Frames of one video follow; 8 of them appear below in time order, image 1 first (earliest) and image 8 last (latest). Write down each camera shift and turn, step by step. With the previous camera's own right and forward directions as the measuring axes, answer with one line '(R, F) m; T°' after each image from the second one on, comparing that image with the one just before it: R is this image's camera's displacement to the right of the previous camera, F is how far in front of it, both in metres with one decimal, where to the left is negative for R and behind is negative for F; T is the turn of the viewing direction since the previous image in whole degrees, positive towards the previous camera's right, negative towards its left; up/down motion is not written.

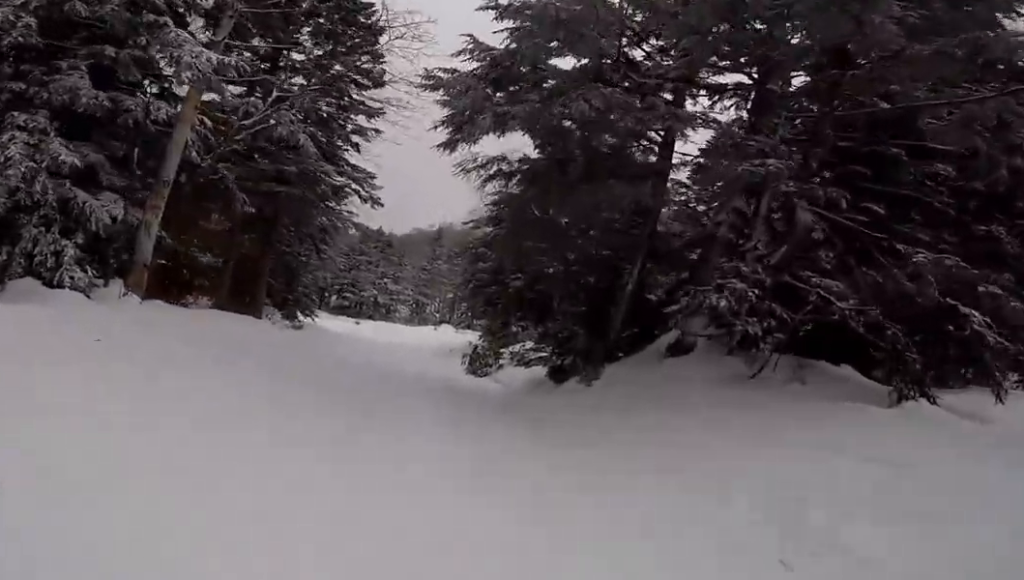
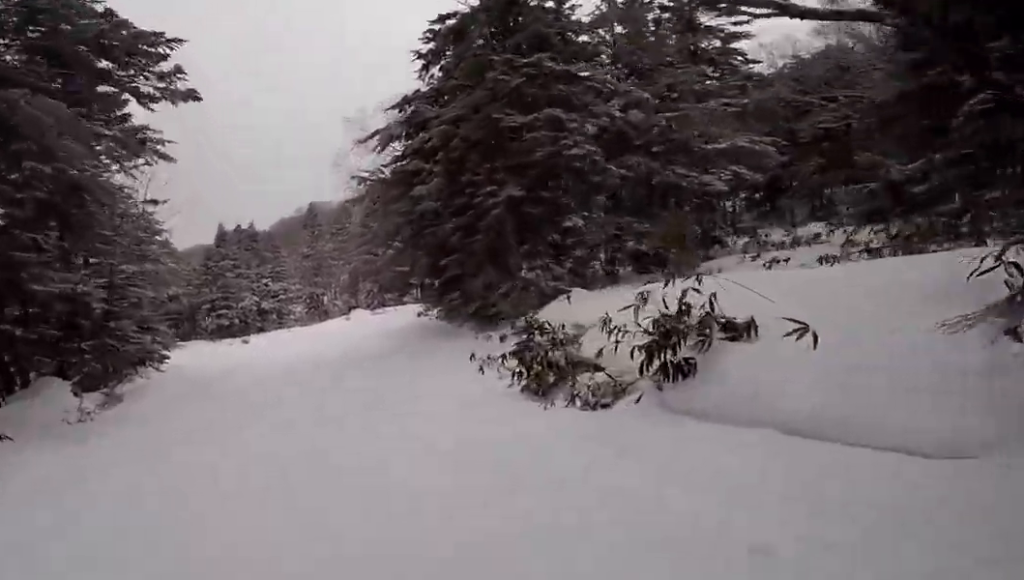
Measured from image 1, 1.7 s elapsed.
(+3.6, +10.0) m; +24°
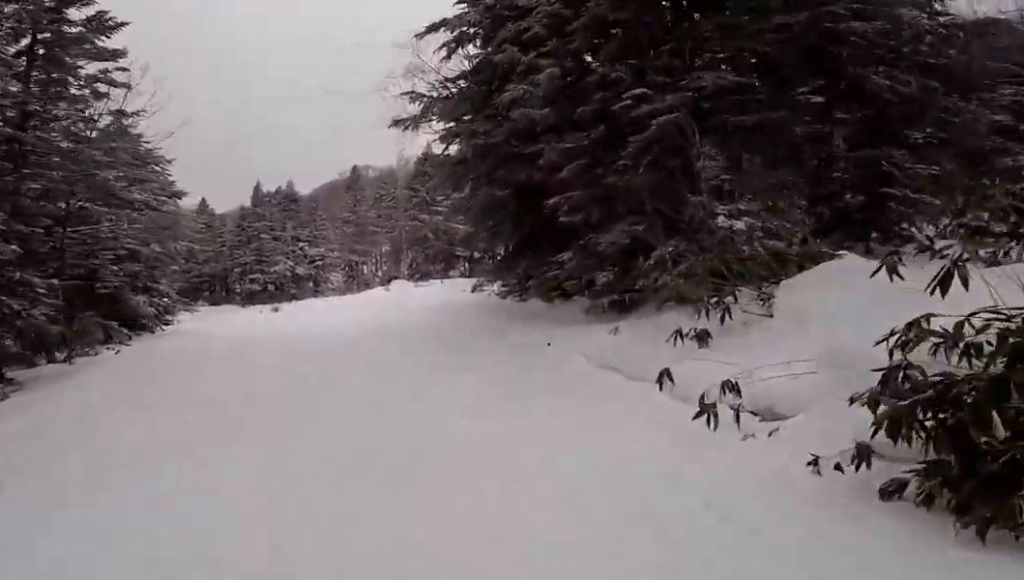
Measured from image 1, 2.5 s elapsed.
(-0.5, +5.0) m; -13°
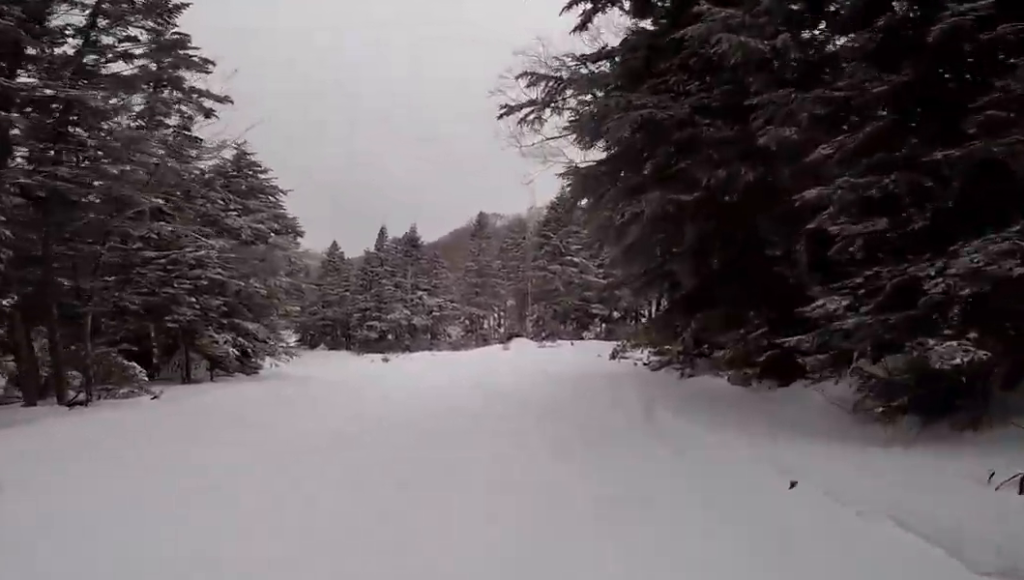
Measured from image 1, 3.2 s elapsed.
(-1.0, +4.2) m; -14°
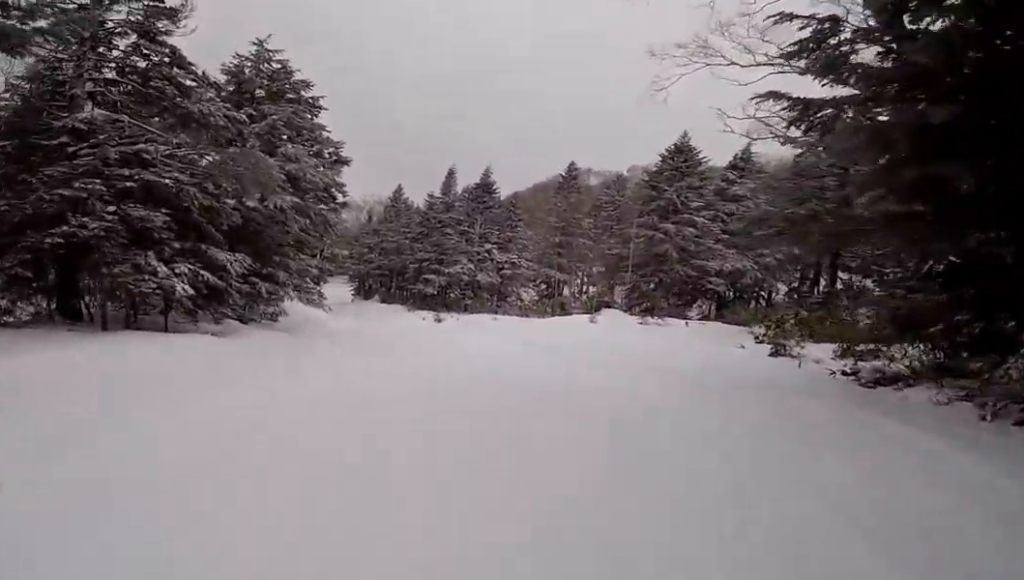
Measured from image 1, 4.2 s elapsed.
(-0.1, +7.2) m; -1°
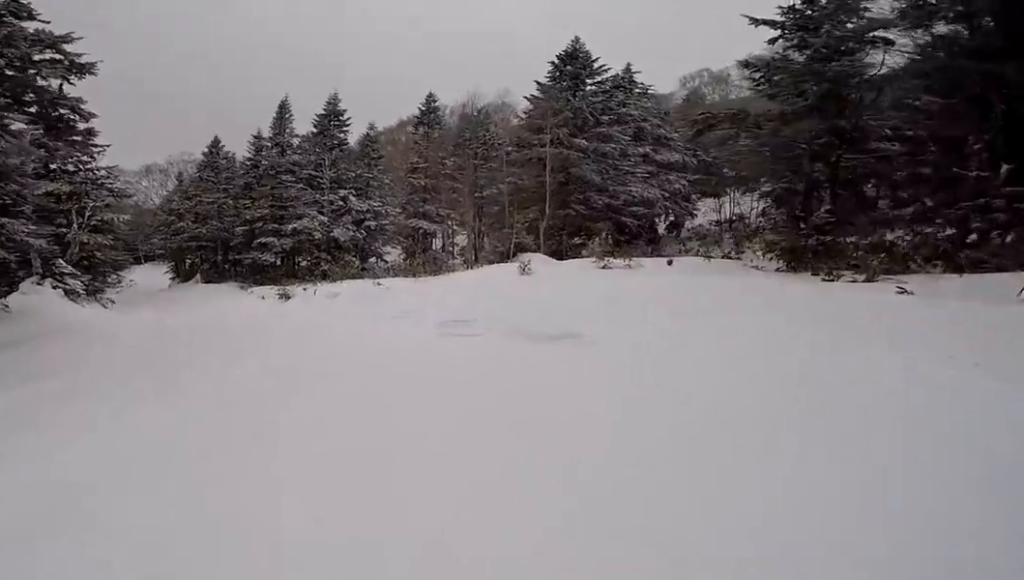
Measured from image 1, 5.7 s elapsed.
(0.0, +10.5) m; -8°
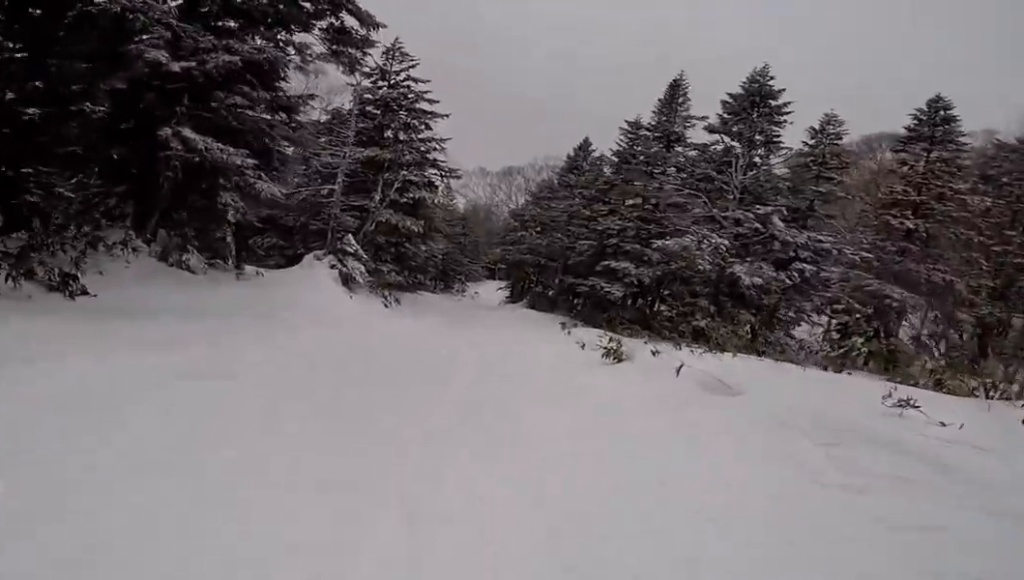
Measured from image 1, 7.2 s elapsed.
(-1.4, +10.1) m; -7°
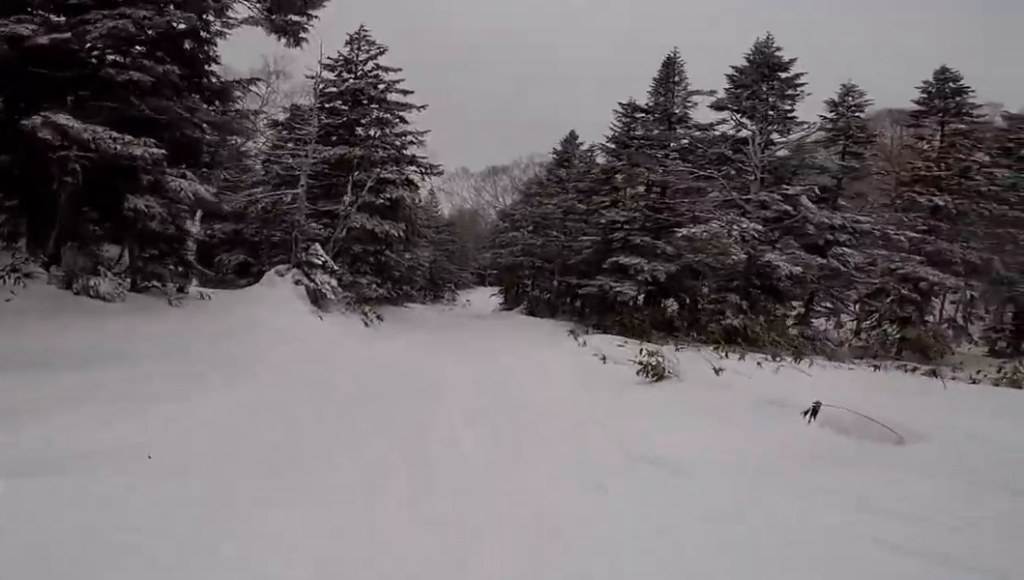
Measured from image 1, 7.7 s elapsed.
(+0.5, +3.1) m; 0°
